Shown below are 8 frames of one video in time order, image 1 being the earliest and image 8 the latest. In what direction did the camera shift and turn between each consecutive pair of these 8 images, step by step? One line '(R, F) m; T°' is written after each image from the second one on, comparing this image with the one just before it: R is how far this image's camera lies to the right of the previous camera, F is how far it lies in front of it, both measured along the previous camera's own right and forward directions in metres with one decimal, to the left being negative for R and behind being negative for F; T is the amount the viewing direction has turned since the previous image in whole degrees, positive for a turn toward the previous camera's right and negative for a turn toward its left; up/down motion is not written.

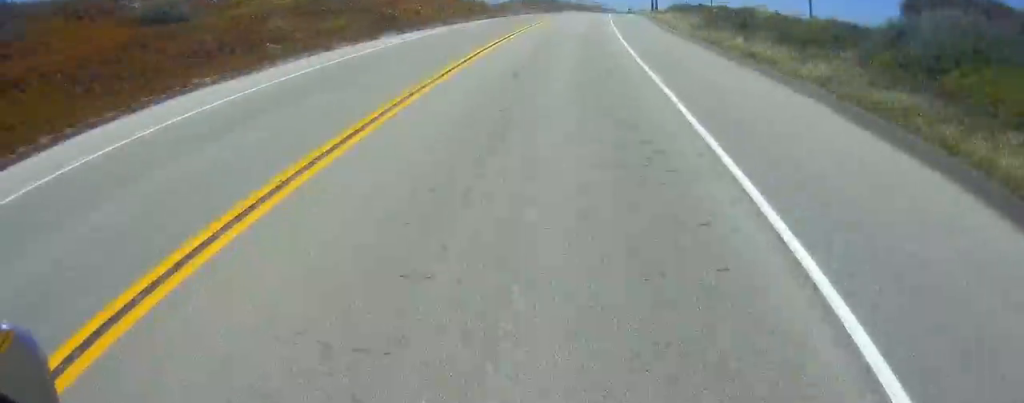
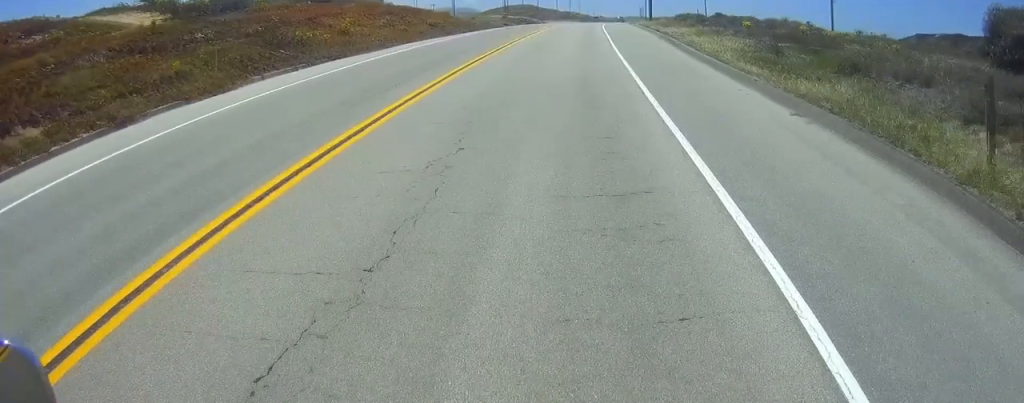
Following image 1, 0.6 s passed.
(0.0, +11.9) m; +2°
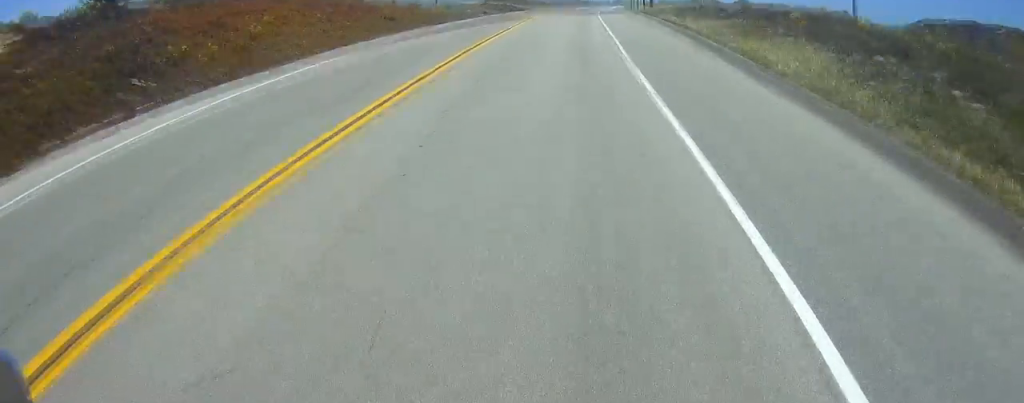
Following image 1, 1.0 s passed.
(-0.2, +9.1) m; +1°
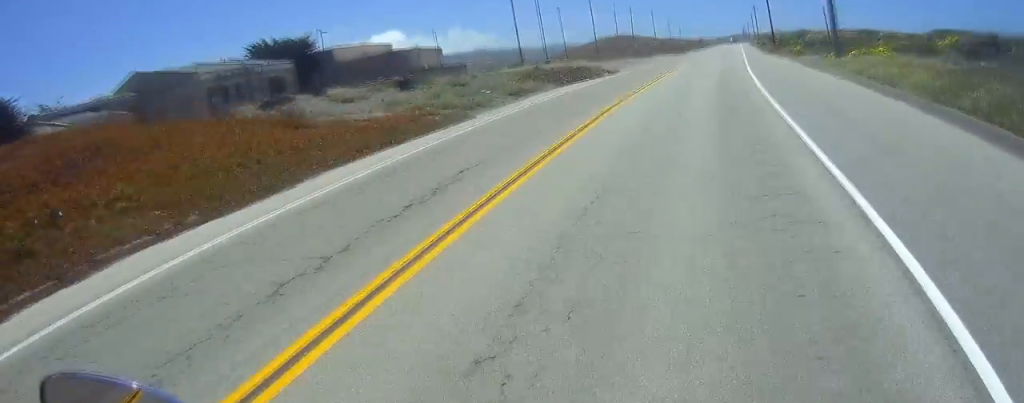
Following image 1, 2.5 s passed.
(+1.9, +33.0) m; +4°
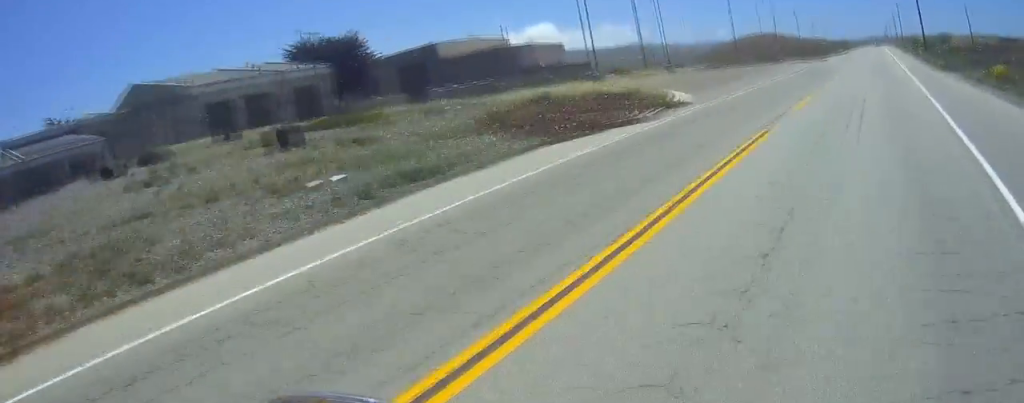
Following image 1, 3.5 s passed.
(+0.2, +21.5) m; +1°
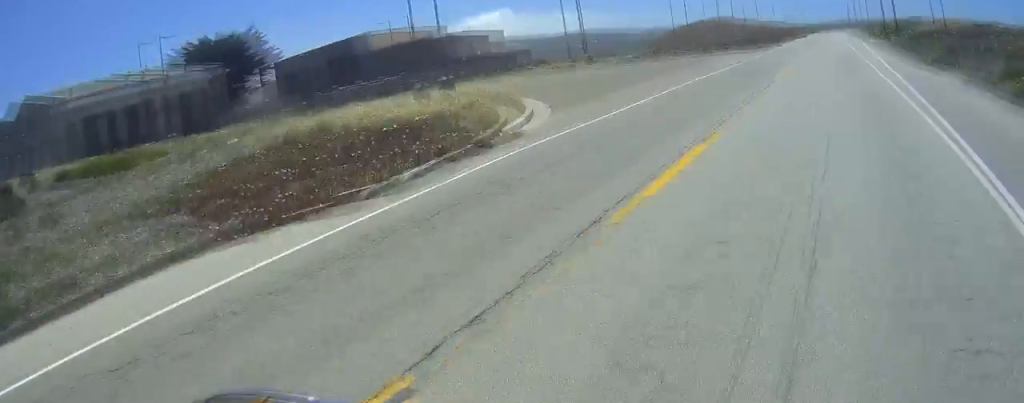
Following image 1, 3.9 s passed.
(-0.1, +9.6) m; 0°
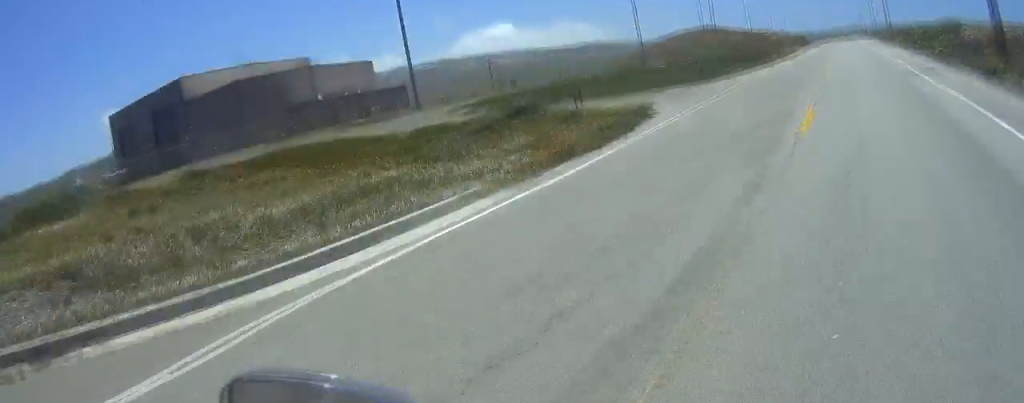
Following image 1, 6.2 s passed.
(+1.1, +50.2) m; +1°
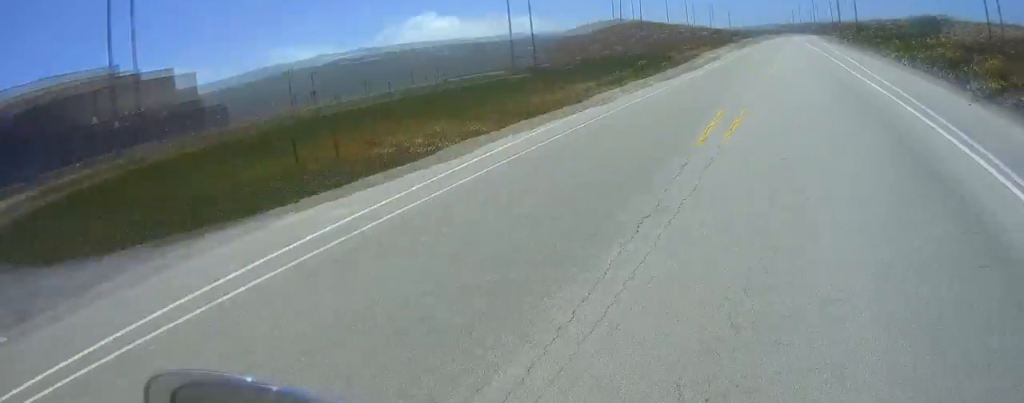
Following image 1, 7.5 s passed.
(0.0, +28.0) m; 0°
